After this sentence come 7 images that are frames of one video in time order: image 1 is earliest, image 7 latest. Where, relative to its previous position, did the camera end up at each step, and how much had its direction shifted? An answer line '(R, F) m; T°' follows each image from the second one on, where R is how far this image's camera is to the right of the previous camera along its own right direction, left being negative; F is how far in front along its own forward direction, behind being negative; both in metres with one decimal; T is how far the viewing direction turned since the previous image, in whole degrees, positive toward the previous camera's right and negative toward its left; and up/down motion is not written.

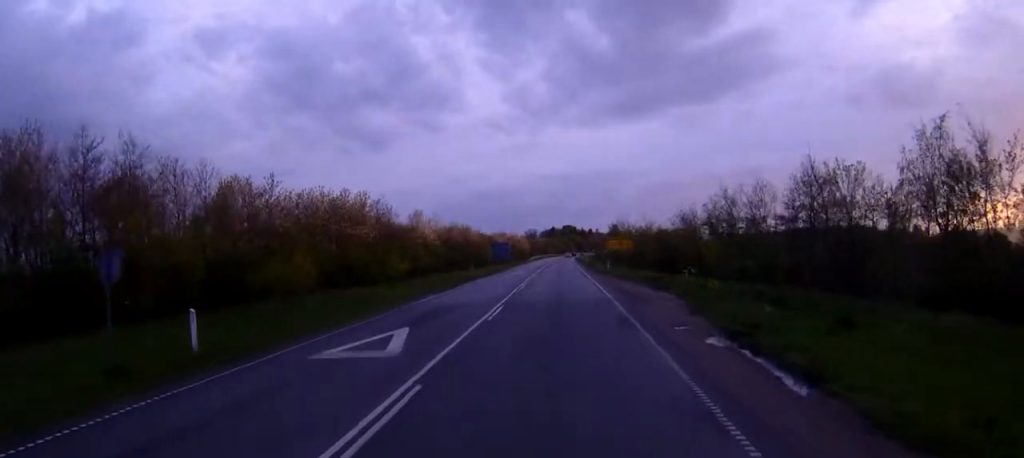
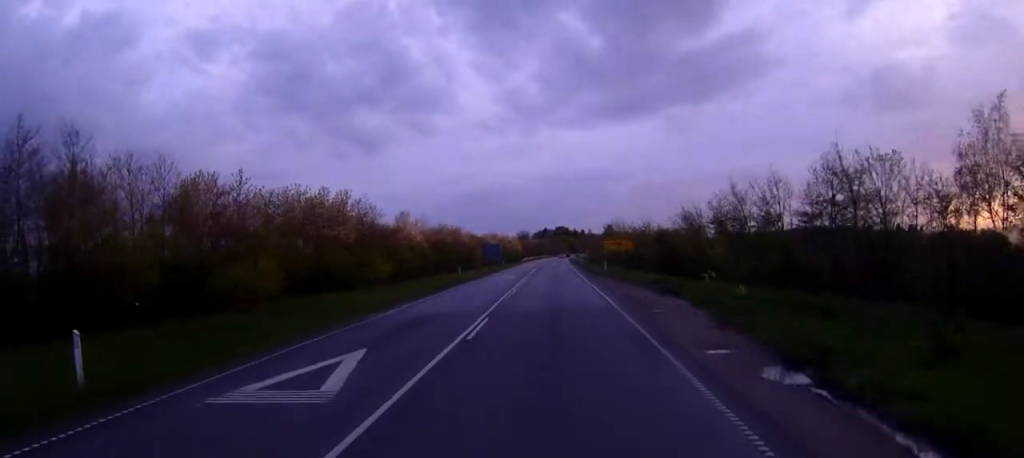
(+0.1, +4.3) m; +1°
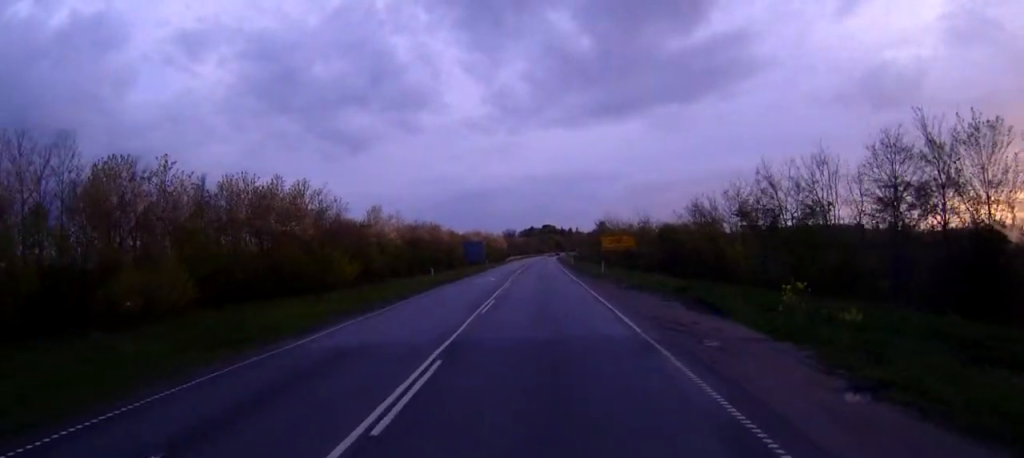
(+0.1, +8.5) m; +1°
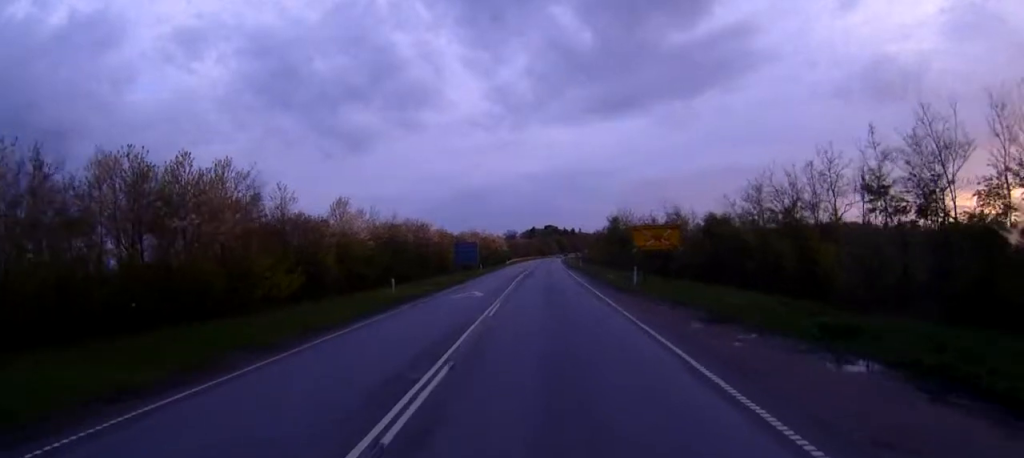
(-0.1, +15.2) m; 0°
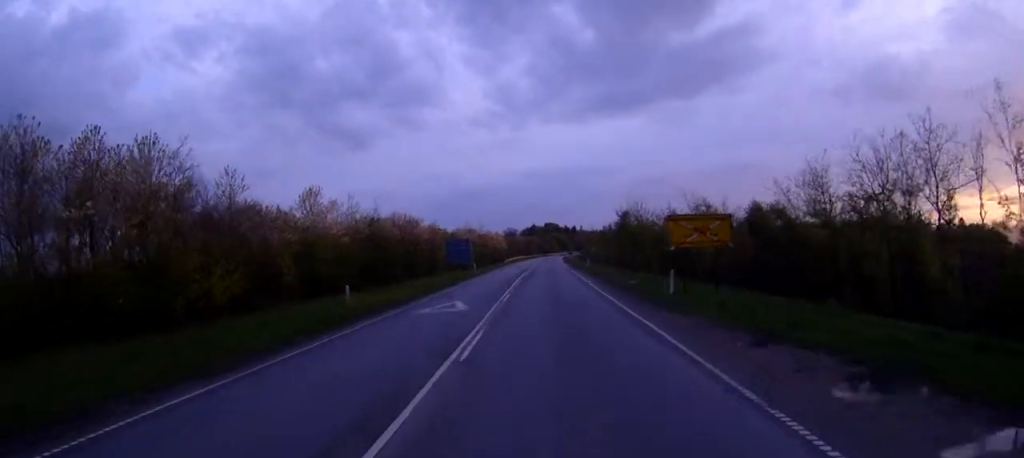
(+0.1, +9.3) m; 0°
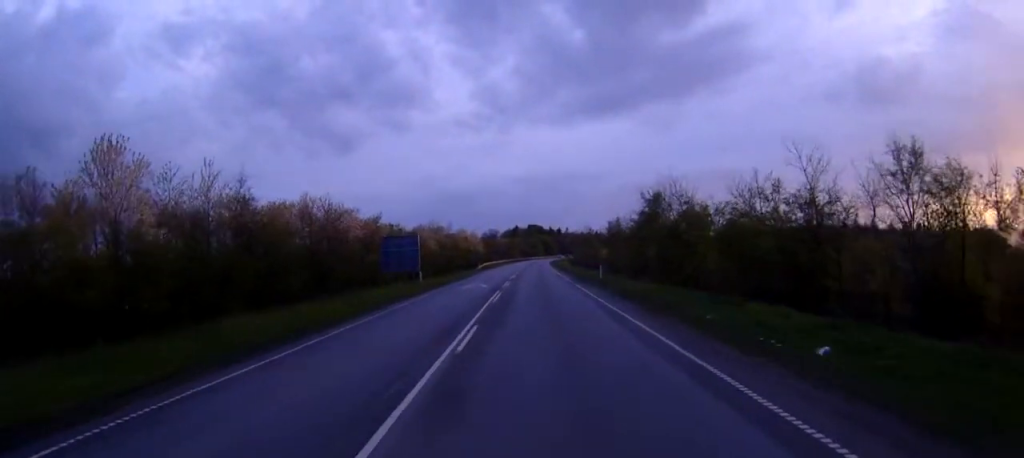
(-0.2, +28.5) m; -1°
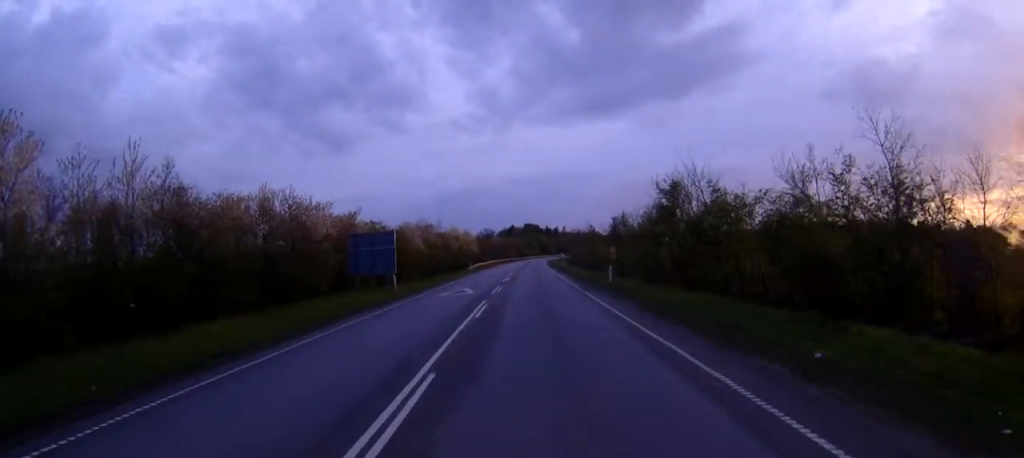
(0.0, +8.0) m; +1°
